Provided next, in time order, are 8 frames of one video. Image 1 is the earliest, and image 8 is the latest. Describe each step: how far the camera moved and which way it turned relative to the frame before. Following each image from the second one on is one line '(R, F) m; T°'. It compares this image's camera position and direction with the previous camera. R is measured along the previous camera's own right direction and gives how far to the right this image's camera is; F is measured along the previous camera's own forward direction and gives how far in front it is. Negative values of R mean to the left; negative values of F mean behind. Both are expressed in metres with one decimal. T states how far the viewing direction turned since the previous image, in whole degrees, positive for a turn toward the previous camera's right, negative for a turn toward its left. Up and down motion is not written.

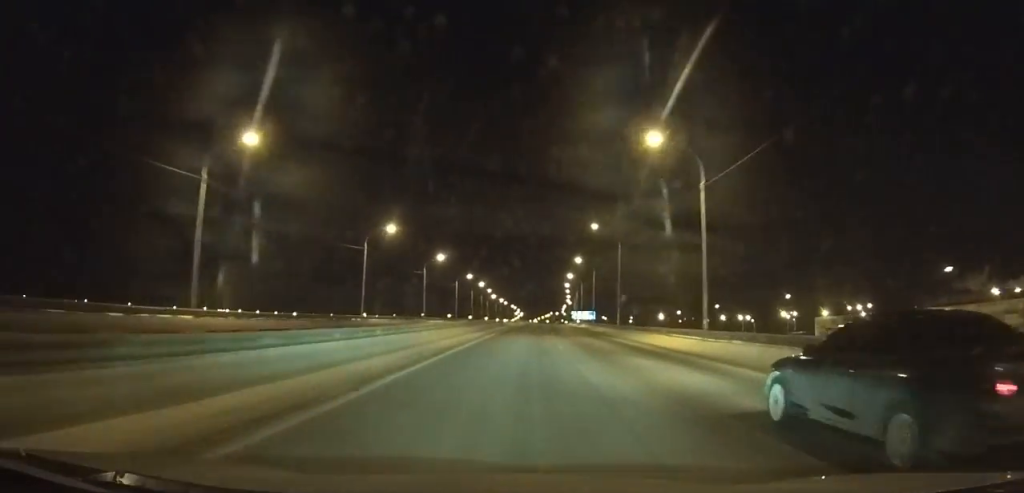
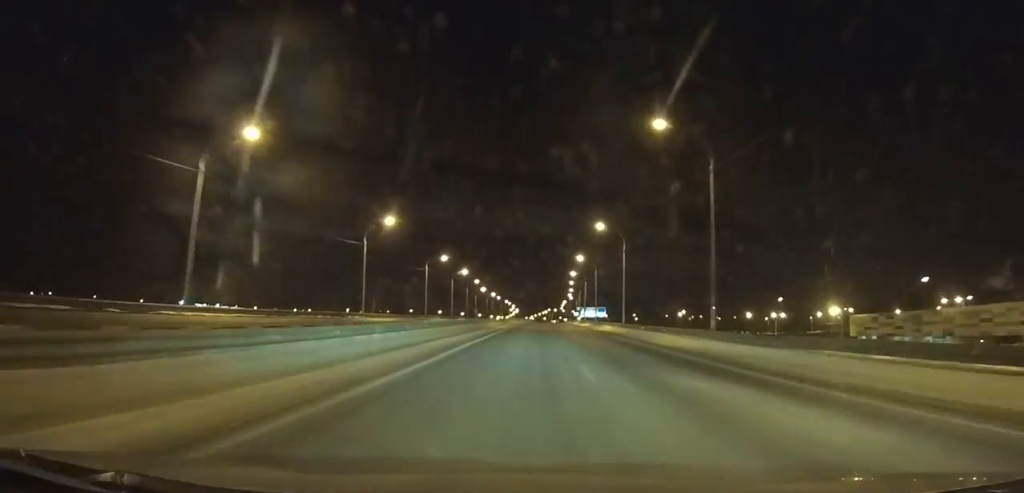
(+0.9, +35.6) m; +1°
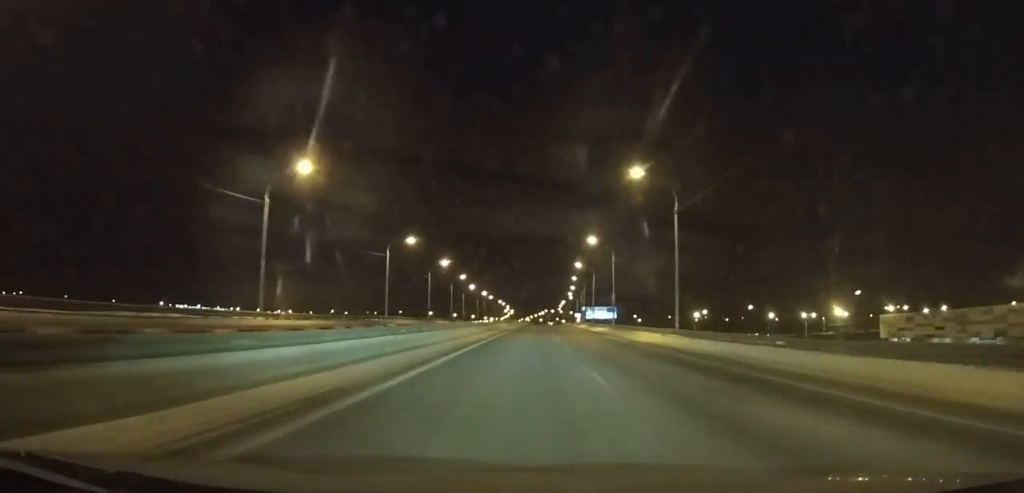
(+0.3, +25.8) m; +1°
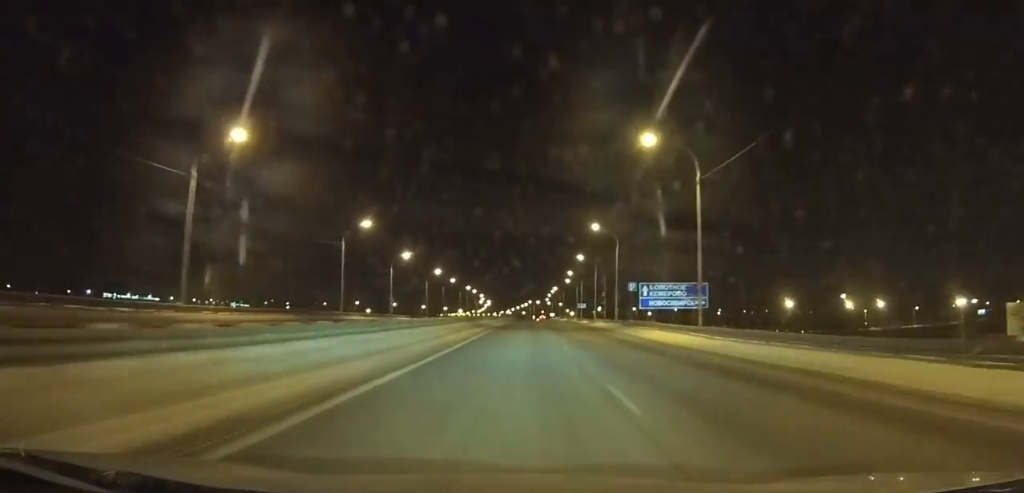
(+0.1, +73.4) m; 0°
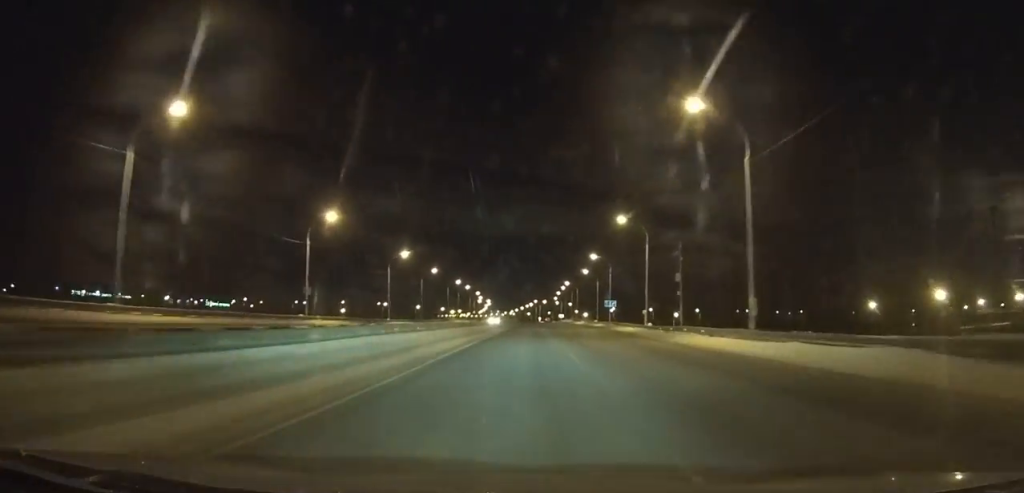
(+0.1, +41.5) m; 0°
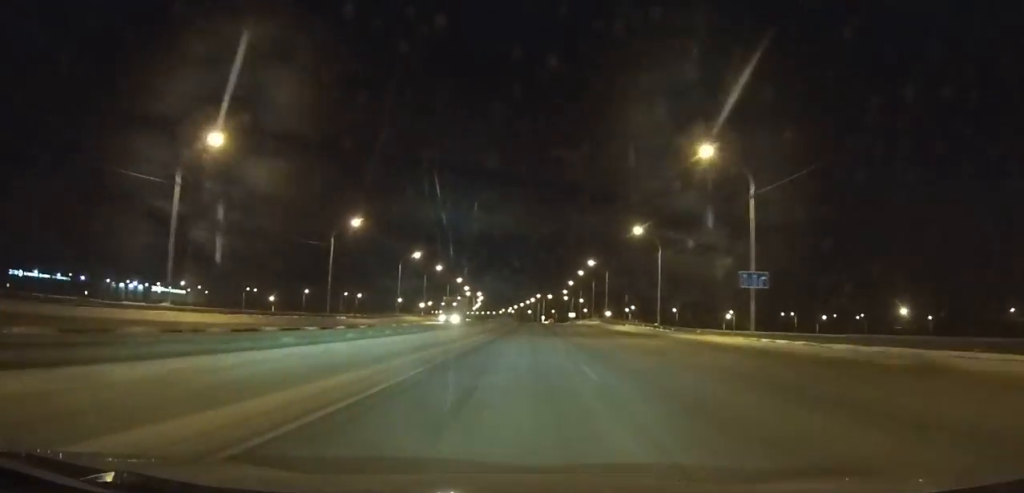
(0.0, +61.0) m; 0°
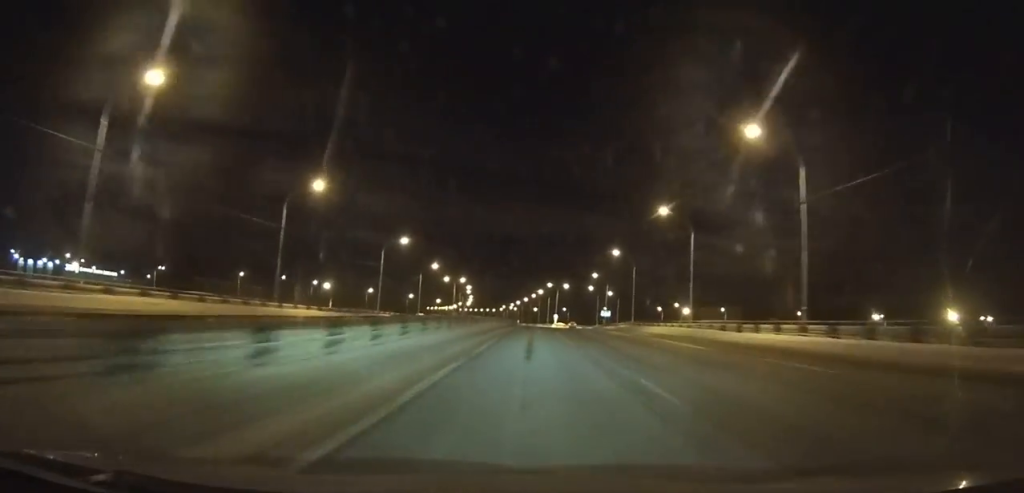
(0.0, +74.5) m; 0°
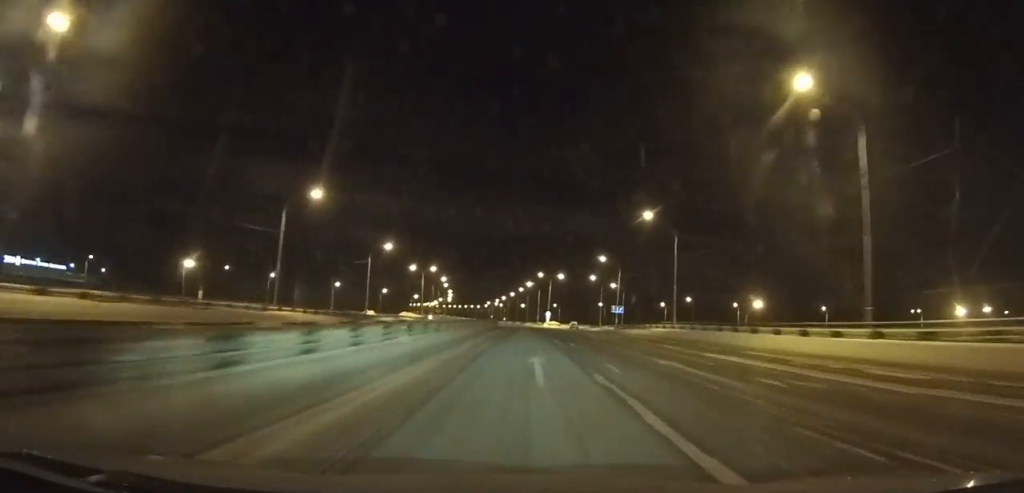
(+0.1, +31.3) m; 0°
